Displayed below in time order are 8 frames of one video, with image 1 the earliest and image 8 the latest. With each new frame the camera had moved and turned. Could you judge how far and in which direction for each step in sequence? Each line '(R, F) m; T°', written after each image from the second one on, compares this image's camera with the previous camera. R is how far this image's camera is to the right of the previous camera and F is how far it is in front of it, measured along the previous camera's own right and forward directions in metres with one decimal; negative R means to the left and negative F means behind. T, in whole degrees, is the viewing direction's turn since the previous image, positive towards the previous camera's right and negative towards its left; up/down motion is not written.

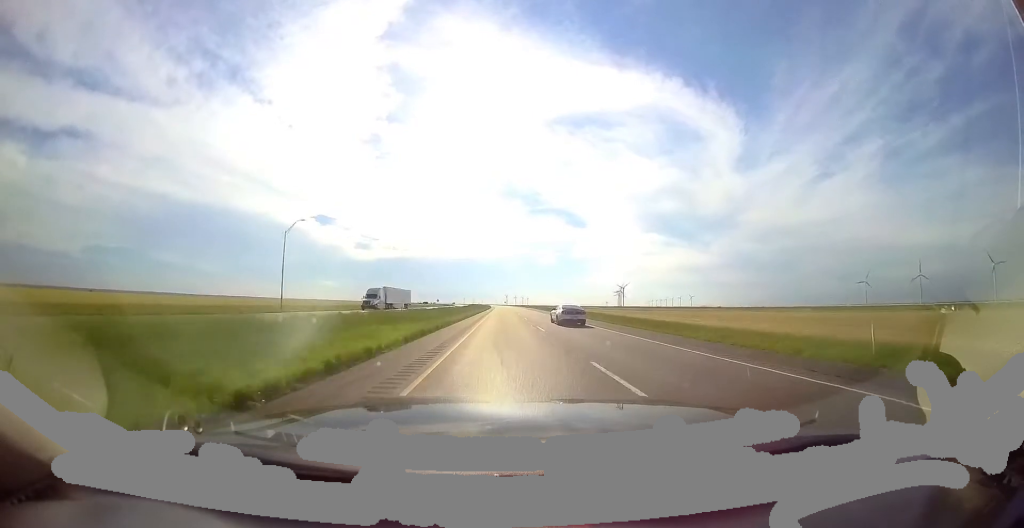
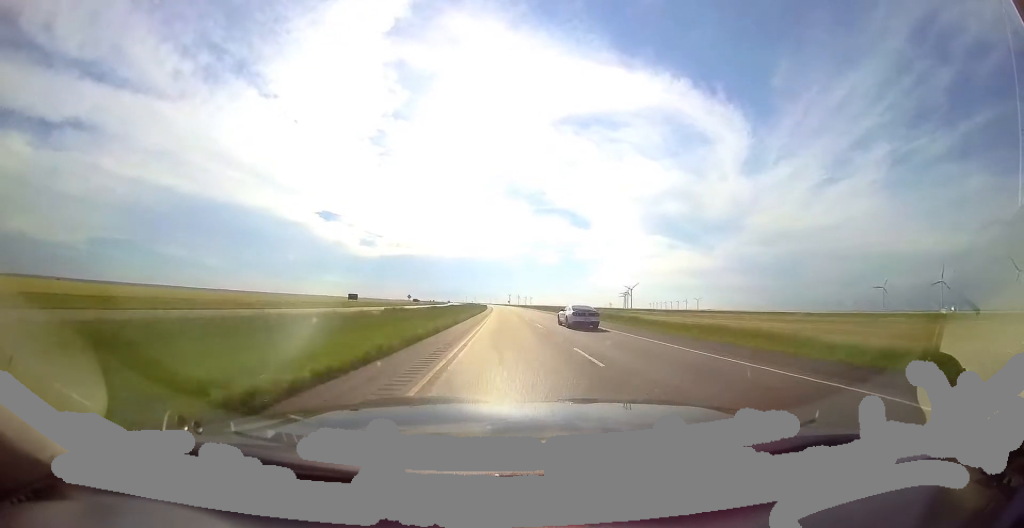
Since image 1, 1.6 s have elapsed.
(-0.3, +58.8) m; -1°
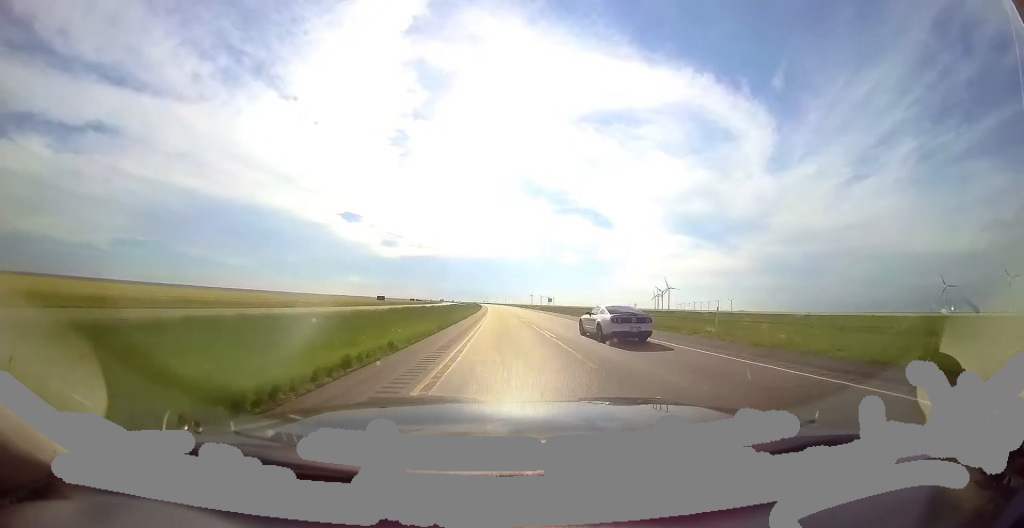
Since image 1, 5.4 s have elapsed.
(-5.0, +140.8) m; -4°
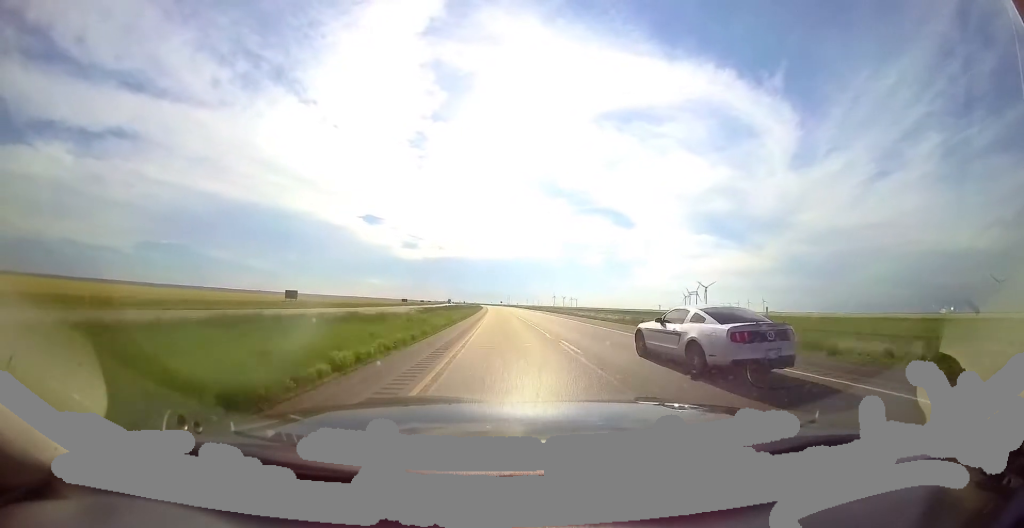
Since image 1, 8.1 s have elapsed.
(-2.2, +102.4) m; -3°
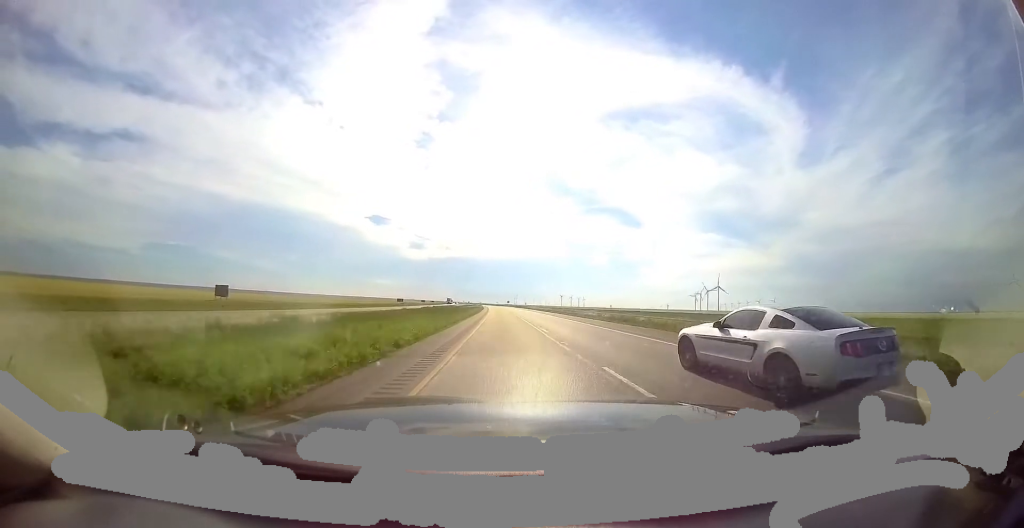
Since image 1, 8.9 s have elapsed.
(+0.2, +30.0) m; -1°
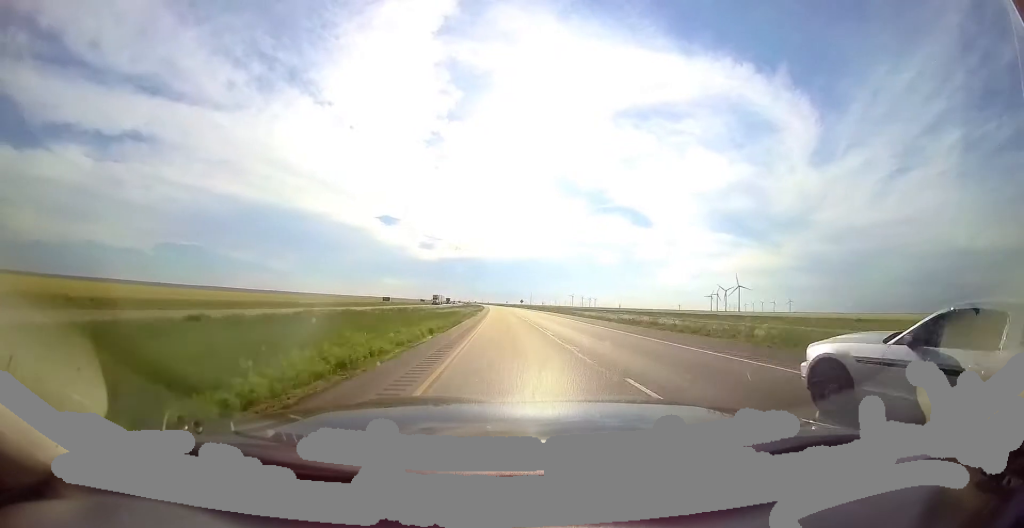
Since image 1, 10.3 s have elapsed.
(-1.5, +50.0) m; -2°
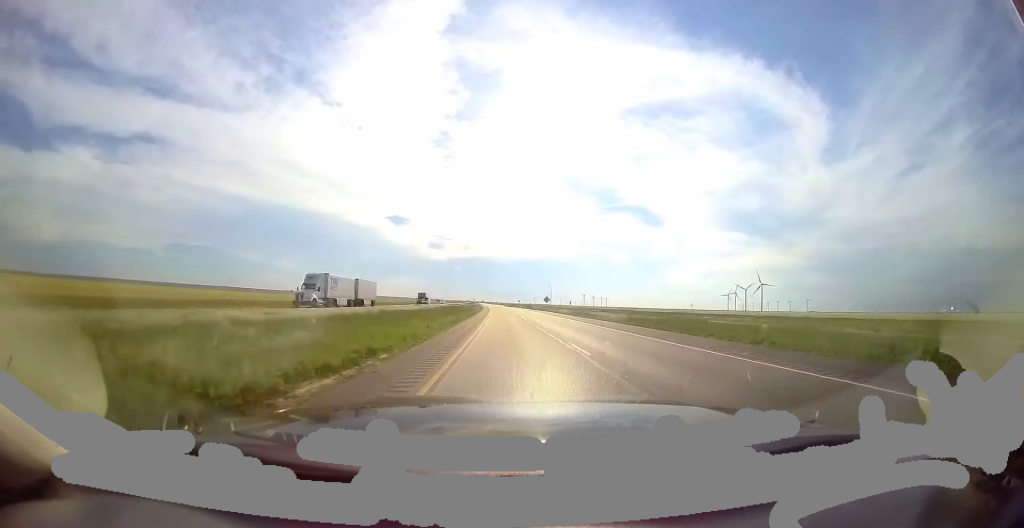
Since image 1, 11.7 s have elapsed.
(-1.0, +55.0) m; -2°
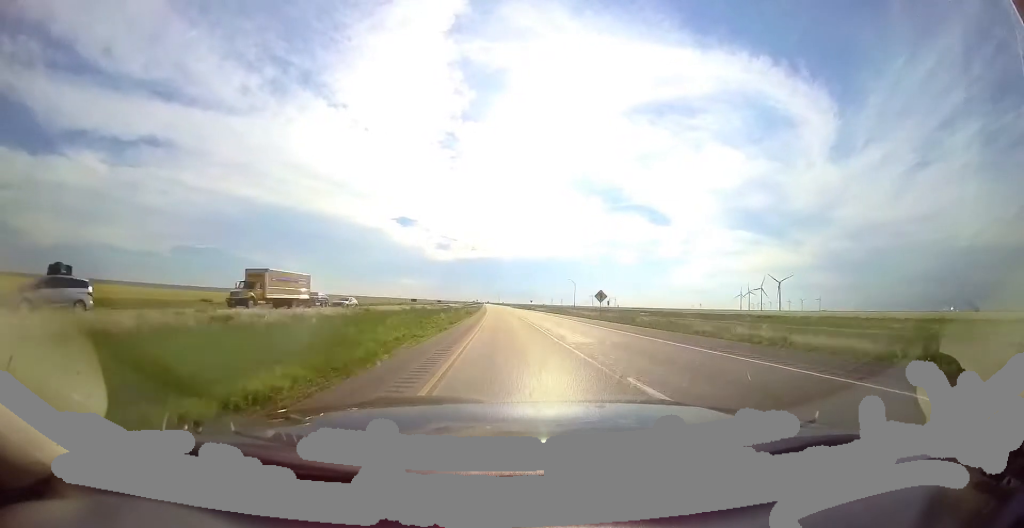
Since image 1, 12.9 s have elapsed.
(0.0, +42.4) m; -1°
